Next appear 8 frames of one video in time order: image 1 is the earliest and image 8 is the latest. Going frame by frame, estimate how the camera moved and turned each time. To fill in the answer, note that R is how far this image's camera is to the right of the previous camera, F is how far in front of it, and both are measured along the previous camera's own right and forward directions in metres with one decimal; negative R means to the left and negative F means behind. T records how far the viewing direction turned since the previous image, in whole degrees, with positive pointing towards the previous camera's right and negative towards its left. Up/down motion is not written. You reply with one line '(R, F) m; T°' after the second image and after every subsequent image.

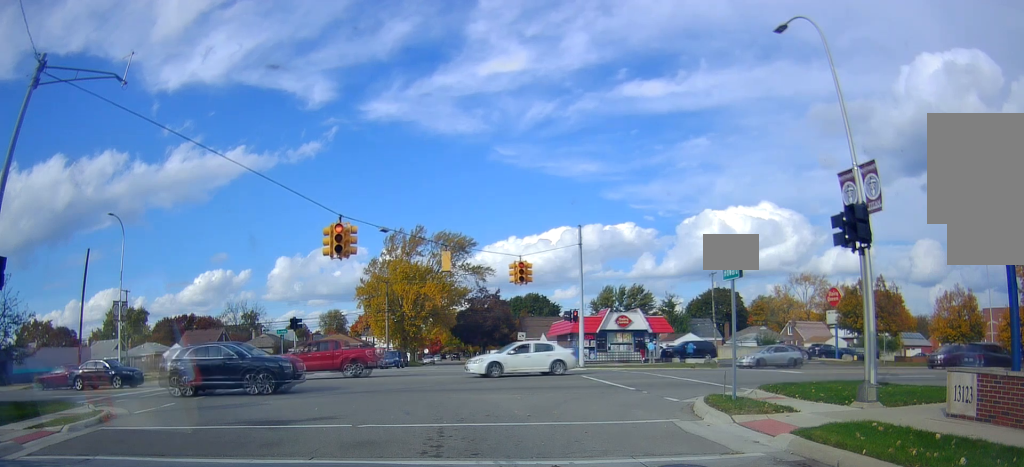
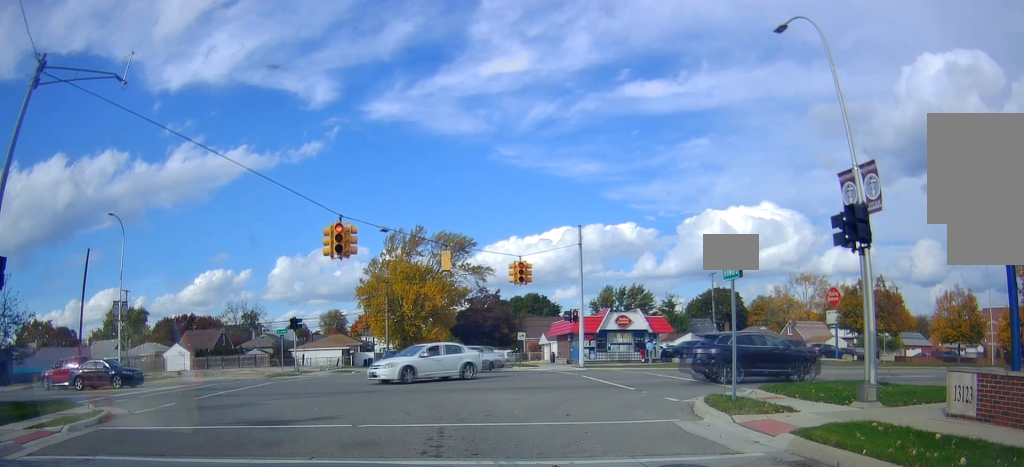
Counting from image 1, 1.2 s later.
(0.0, 0.0) m; 0°
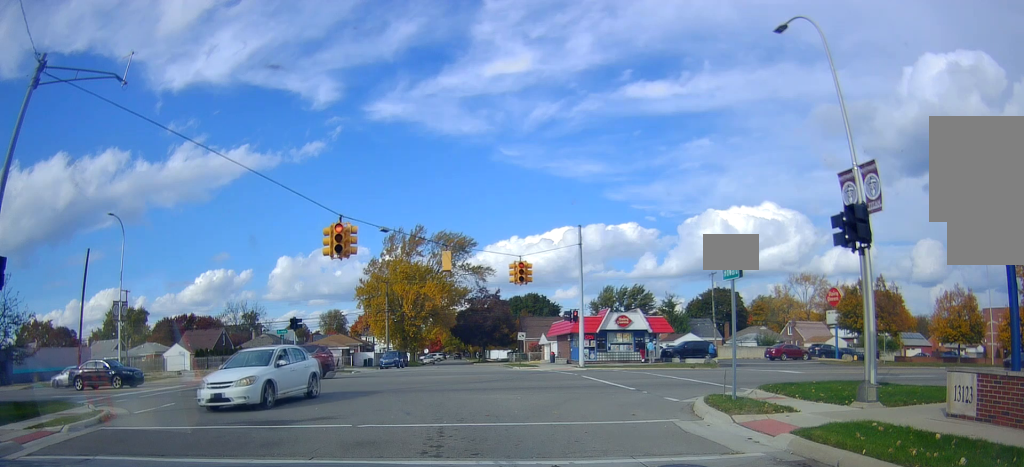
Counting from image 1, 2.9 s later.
(0.0, 0.0) m; 0°
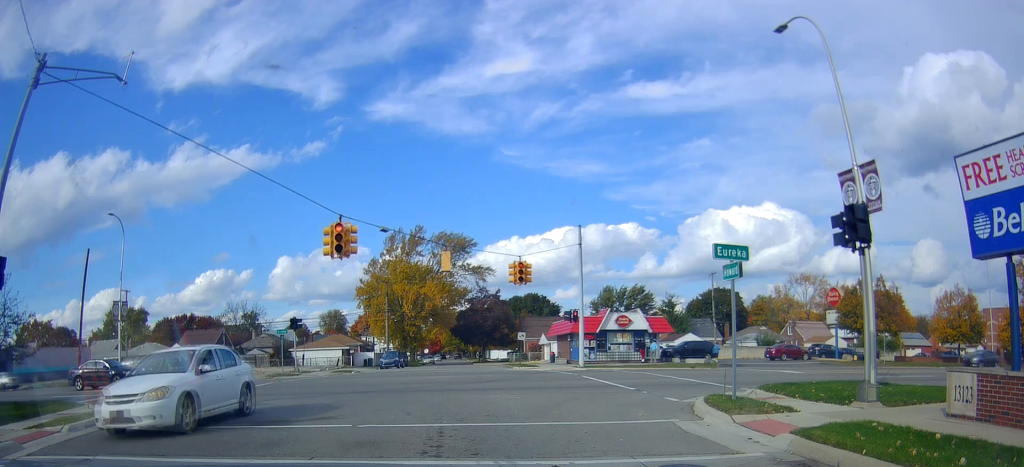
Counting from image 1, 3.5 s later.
(0.0, 0.0) m; 0°
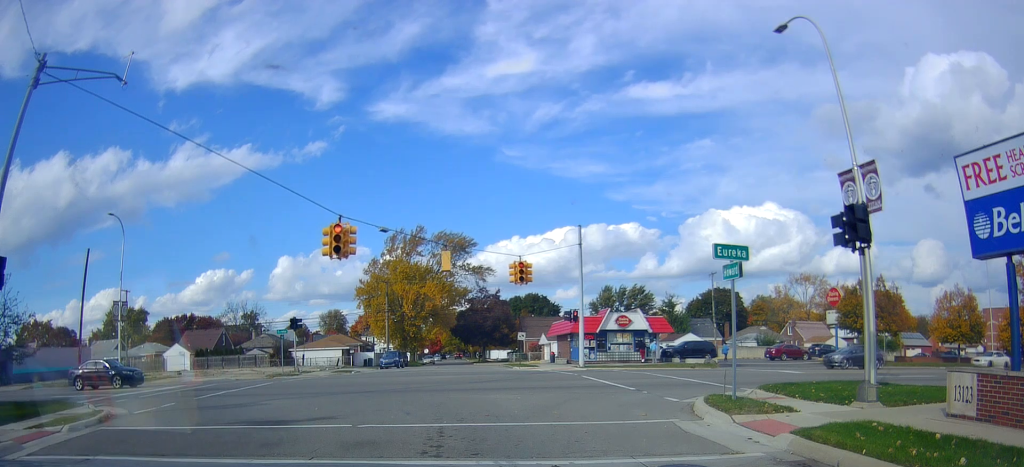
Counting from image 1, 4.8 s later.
(0.0, 0.0) m; 0°
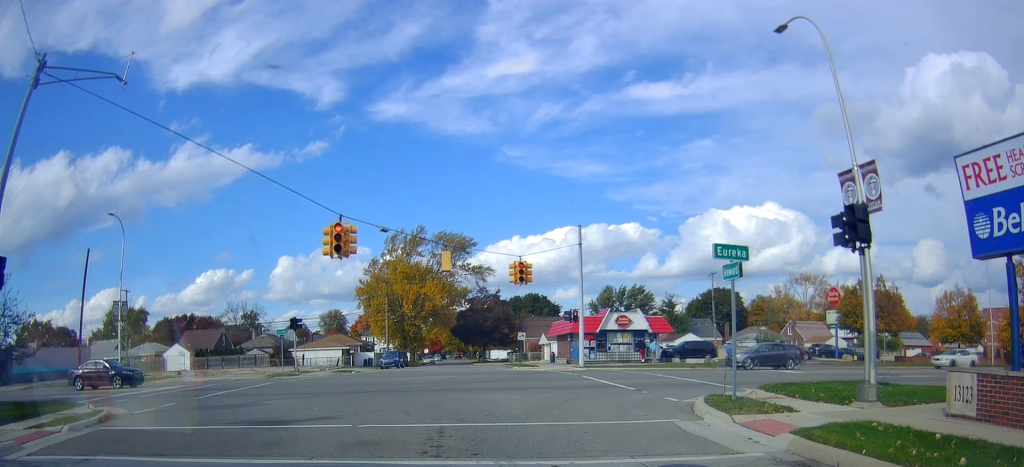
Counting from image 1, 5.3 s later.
(0.0, 0.0) m; 0°
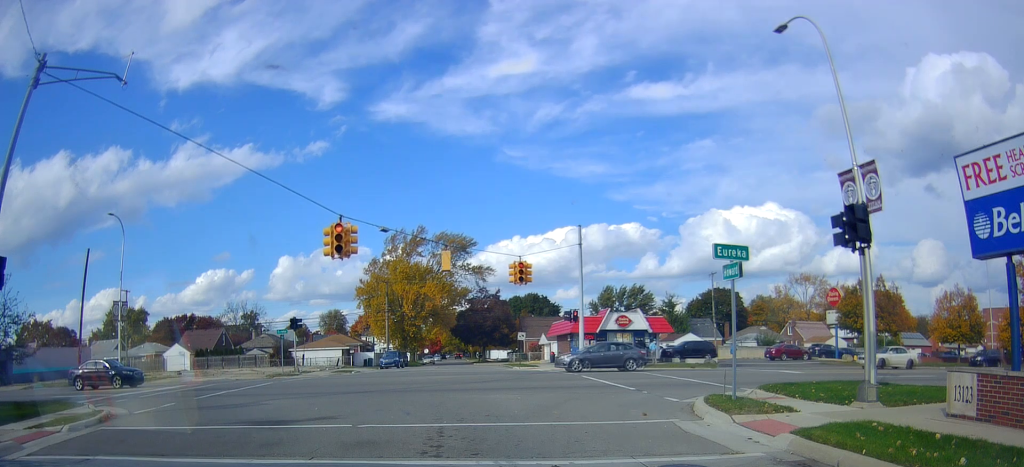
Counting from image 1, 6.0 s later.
(0.0, 0.0) m; 0°
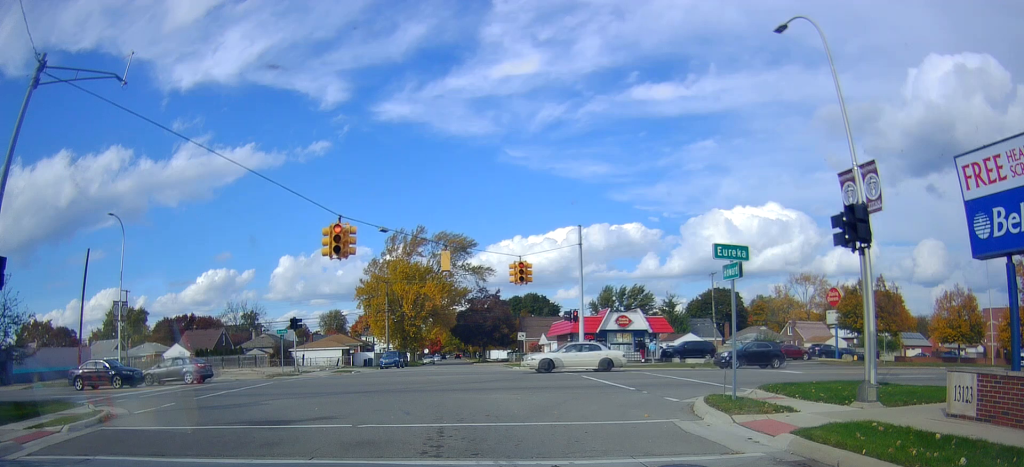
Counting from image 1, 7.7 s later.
(0.0, 0.0) m; 0°
